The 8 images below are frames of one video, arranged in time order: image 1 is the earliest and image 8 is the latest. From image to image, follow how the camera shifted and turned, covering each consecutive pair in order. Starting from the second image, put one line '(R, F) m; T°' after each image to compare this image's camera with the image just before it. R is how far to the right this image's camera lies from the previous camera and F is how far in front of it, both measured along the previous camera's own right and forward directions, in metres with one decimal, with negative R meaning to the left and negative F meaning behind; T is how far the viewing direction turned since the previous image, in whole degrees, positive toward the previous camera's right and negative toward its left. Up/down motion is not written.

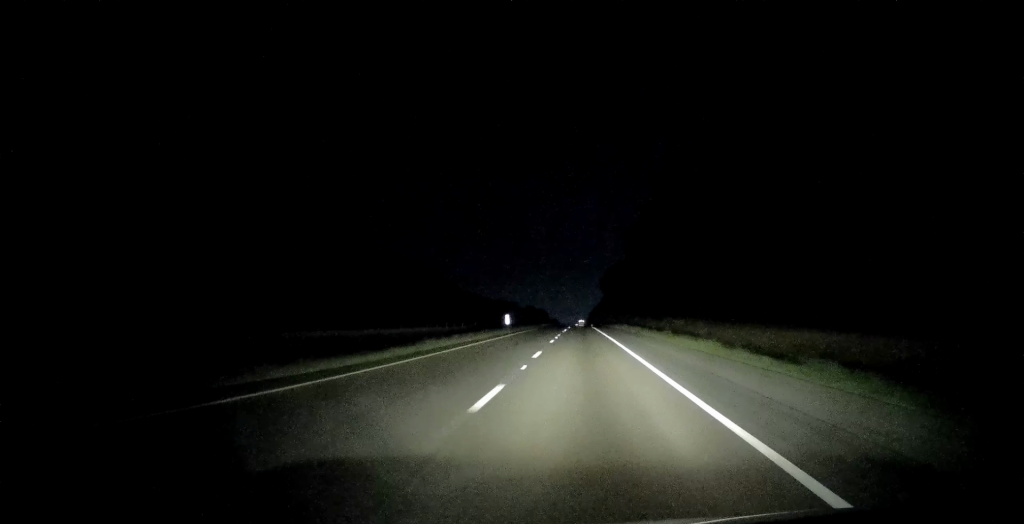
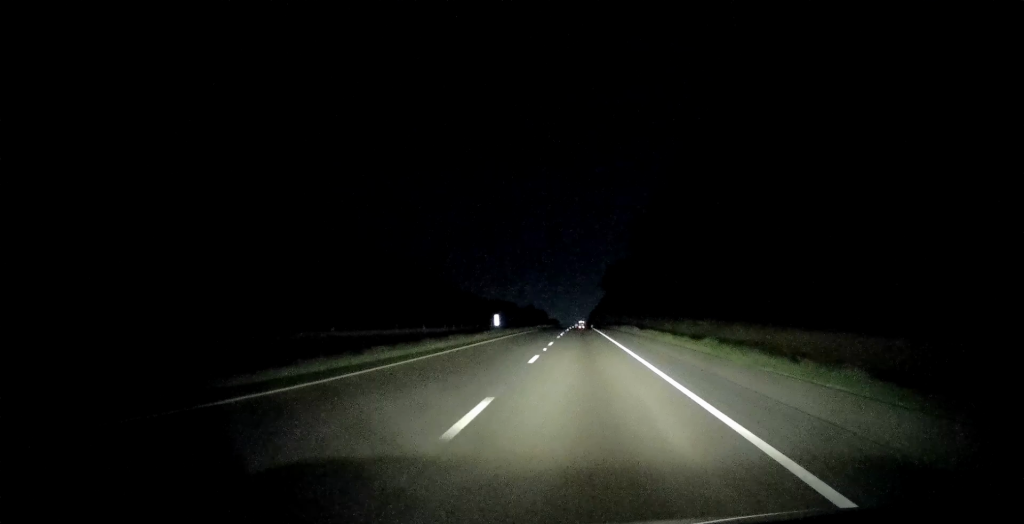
(0.0, +14.1) m; 0°
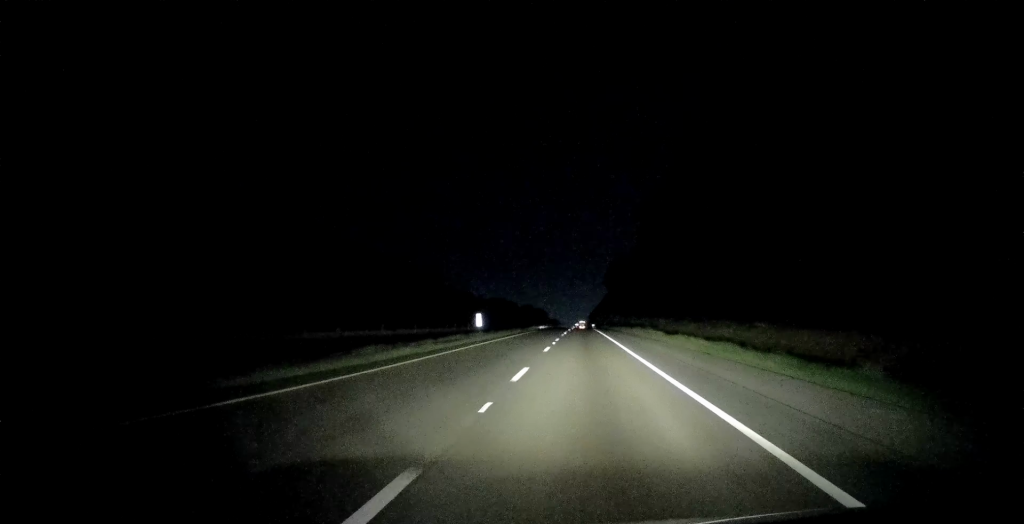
(+0.1, +17.3) m; 0°
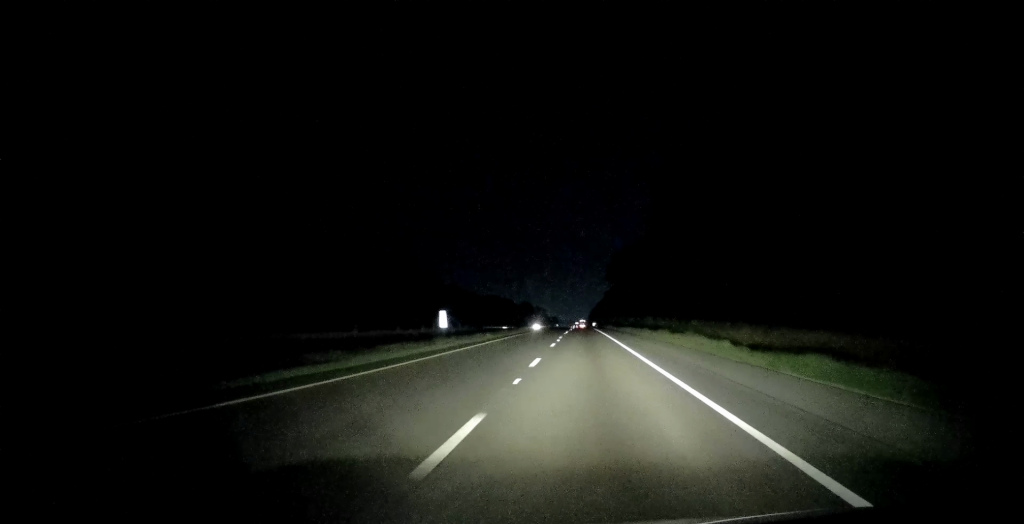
(0.0, +20.5) m; 0°
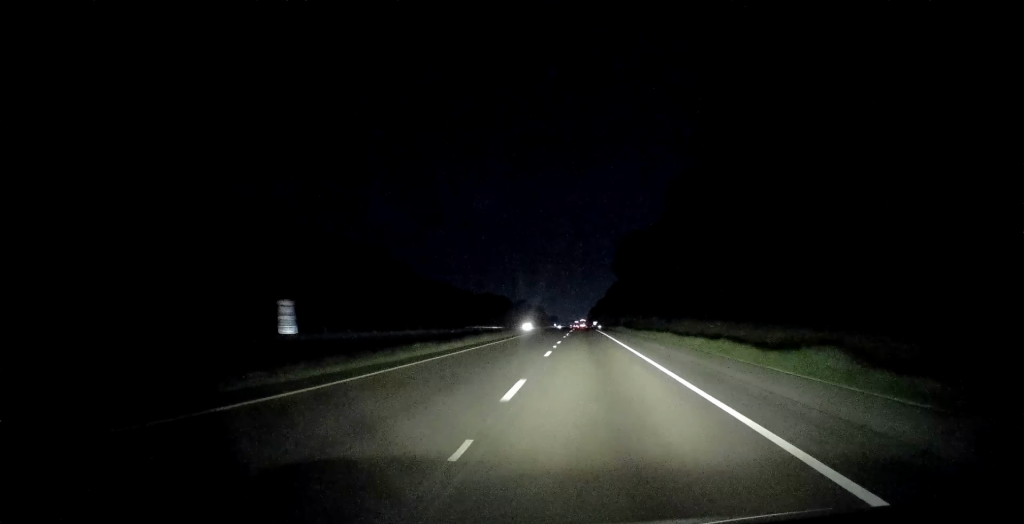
(0.0, +31.4) m; 0°
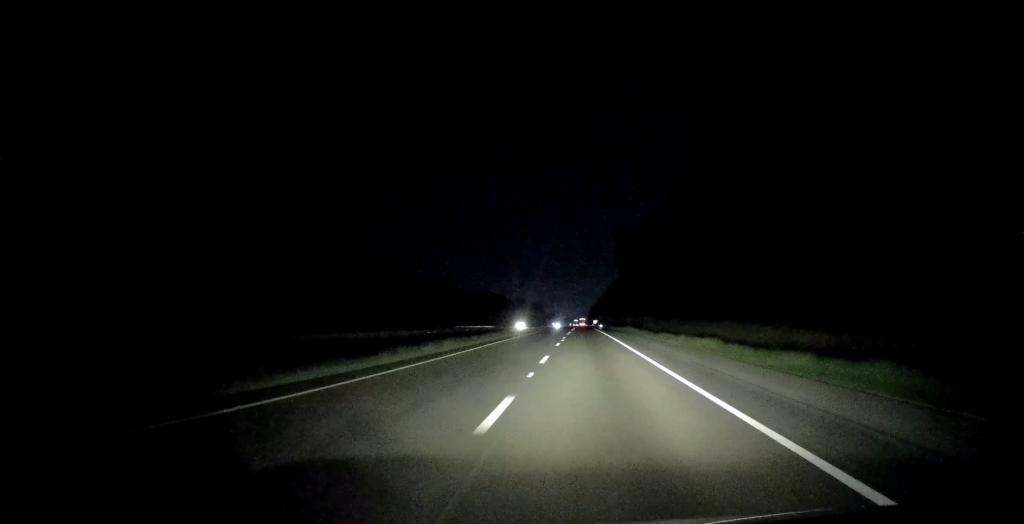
(+0.1, +15.2) m; 0°
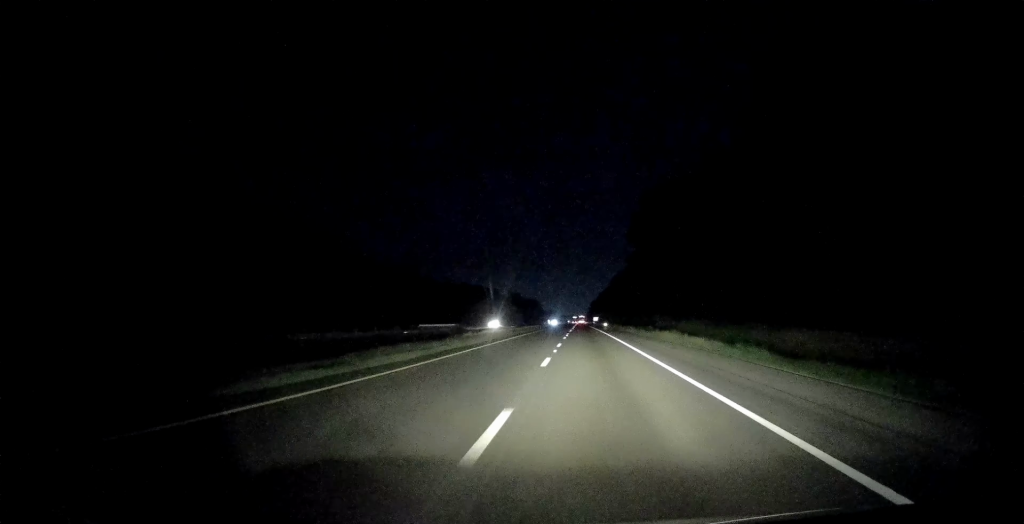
(-0.1, +37.8) m; 0°
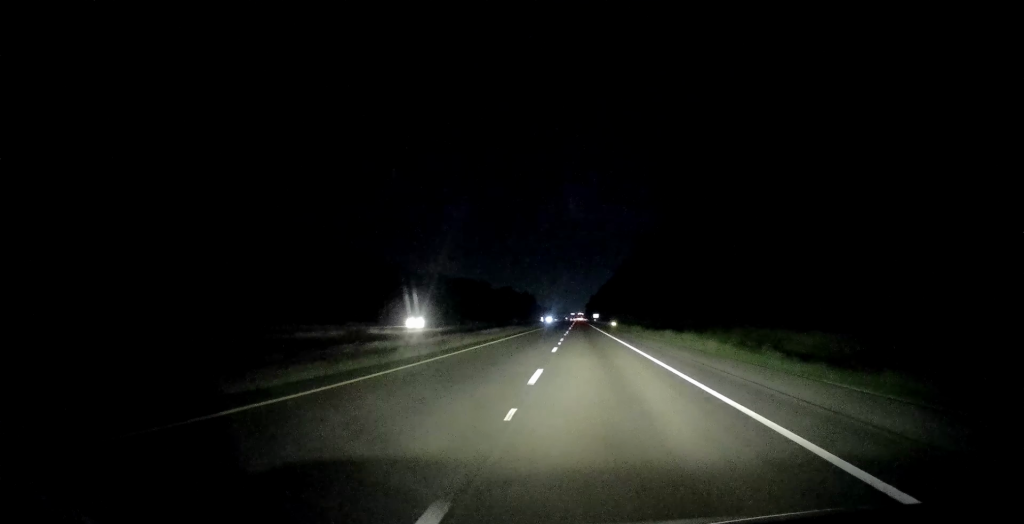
(+0.4, +41.9) m; 0°
